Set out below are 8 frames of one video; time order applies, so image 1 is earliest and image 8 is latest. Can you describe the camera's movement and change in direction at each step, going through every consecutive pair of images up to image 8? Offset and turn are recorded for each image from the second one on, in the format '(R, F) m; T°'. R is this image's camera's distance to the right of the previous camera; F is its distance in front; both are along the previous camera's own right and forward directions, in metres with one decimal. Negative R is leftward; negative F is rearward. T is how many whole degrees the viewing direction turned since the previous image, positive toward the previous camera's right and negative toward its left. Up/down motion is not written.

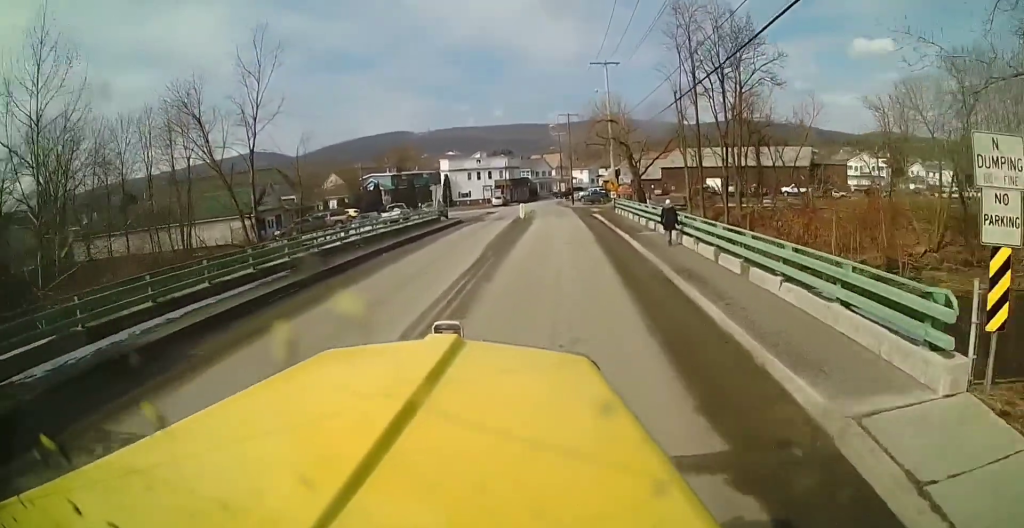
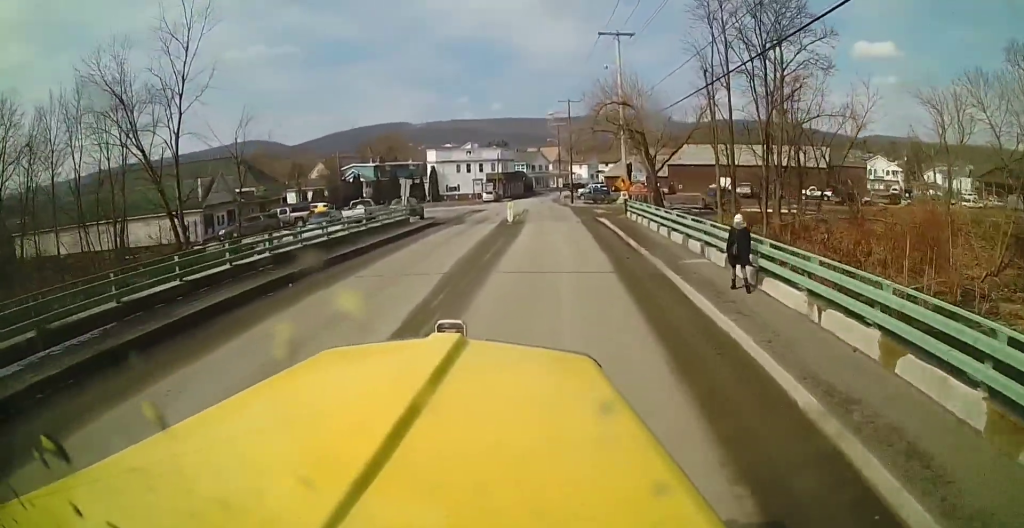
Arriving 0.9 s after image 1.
(0.0, +8.6) m; 0°
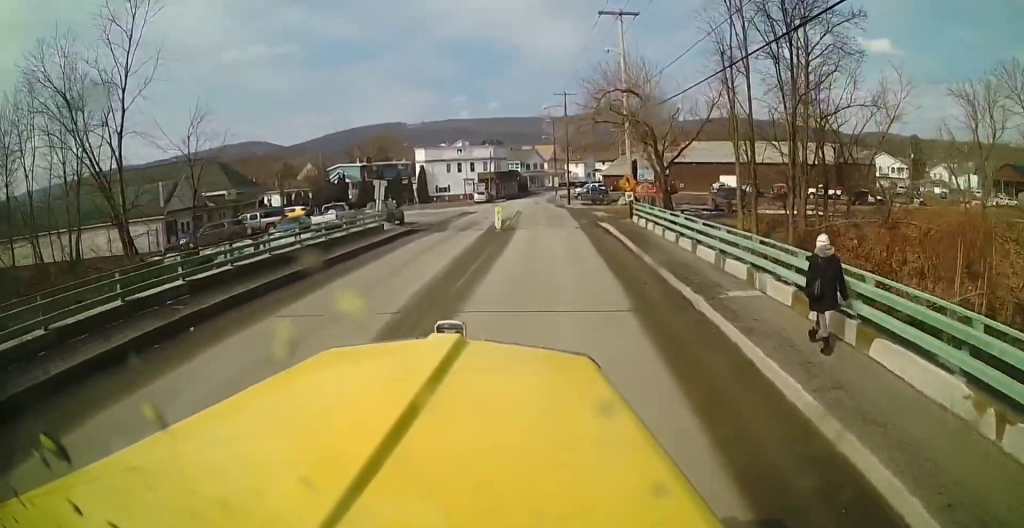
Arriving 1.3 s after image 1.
(0.0, +4.7) m; 0°
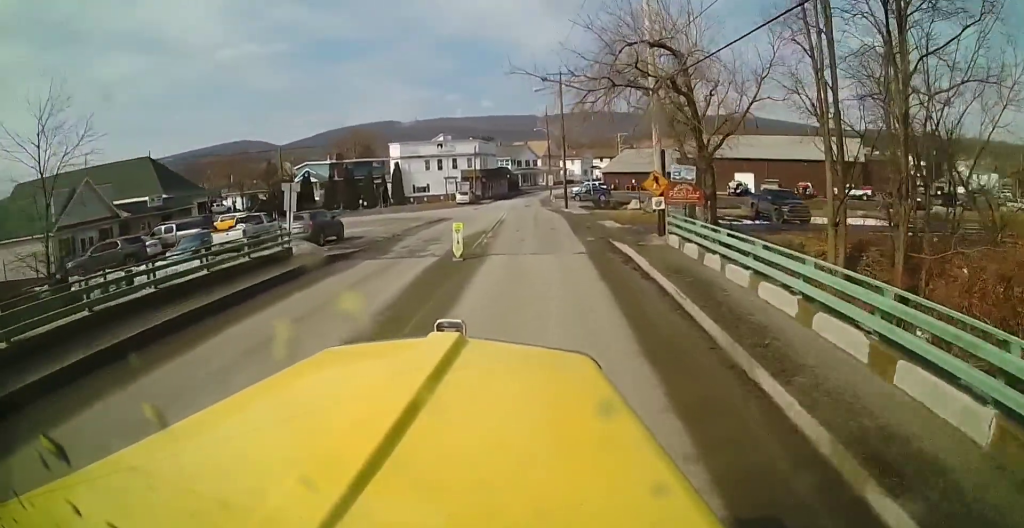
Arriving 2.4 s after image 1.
(0.0, +11.0) m; 0°
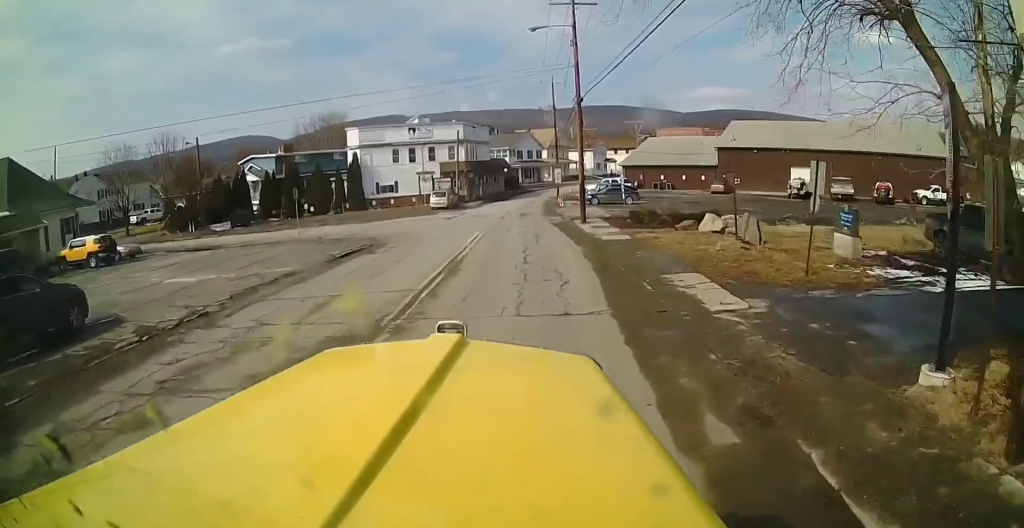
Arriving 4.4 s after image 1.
(+0.7, +18.6) m; +2°
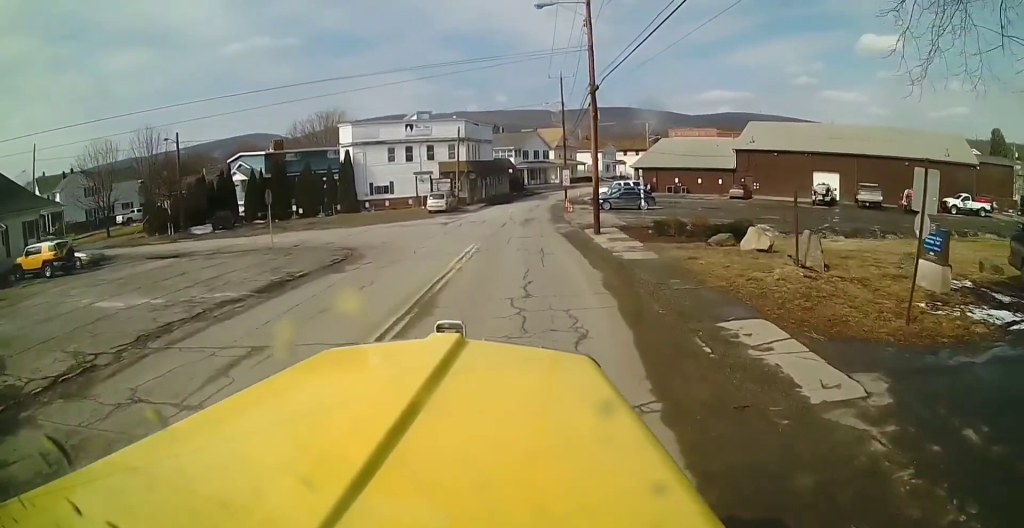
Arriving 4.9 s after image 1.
(-0.1, +4.5) m; -1°
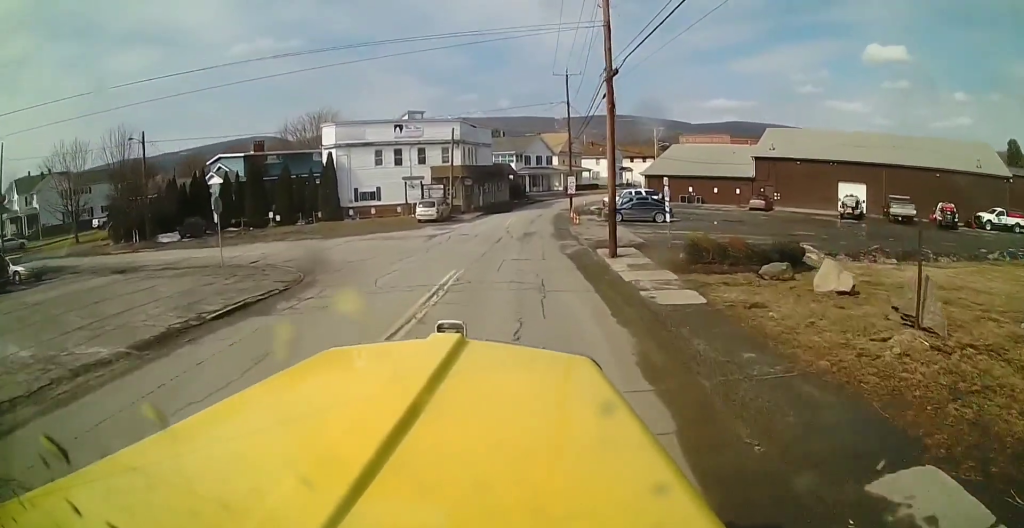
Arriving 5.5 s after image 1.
(-0.1, +5.6) m; -1°
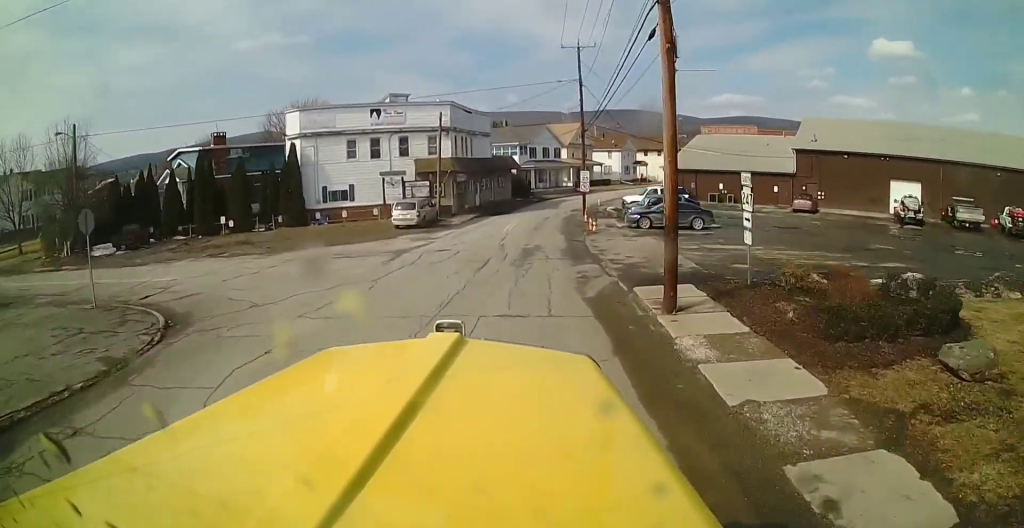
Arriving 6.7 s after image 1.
(-0.1, +9.6) m; -3°
